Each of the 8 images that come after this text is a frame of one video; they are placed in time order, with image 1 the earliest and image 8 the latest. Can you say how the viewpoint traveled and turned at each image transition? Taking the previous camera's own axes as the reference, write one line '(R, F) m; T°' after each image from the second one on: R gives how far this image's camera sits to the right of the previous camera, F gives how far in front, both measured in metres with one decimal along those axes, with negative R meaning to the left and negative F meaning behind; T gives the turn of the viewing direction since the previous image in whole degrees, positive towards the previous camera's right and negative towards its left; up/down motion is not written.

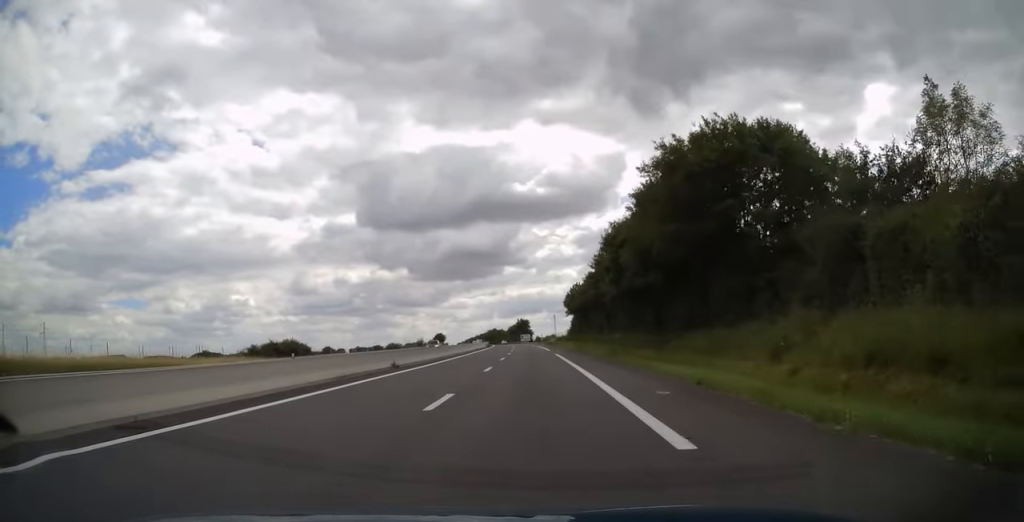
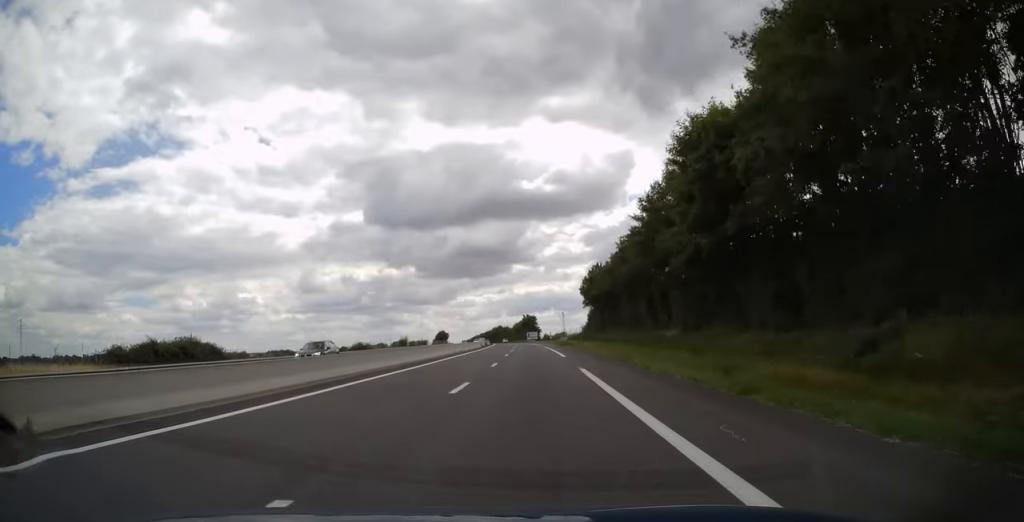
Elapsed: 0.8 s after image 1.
(-0.1, +22.5) m; -1°
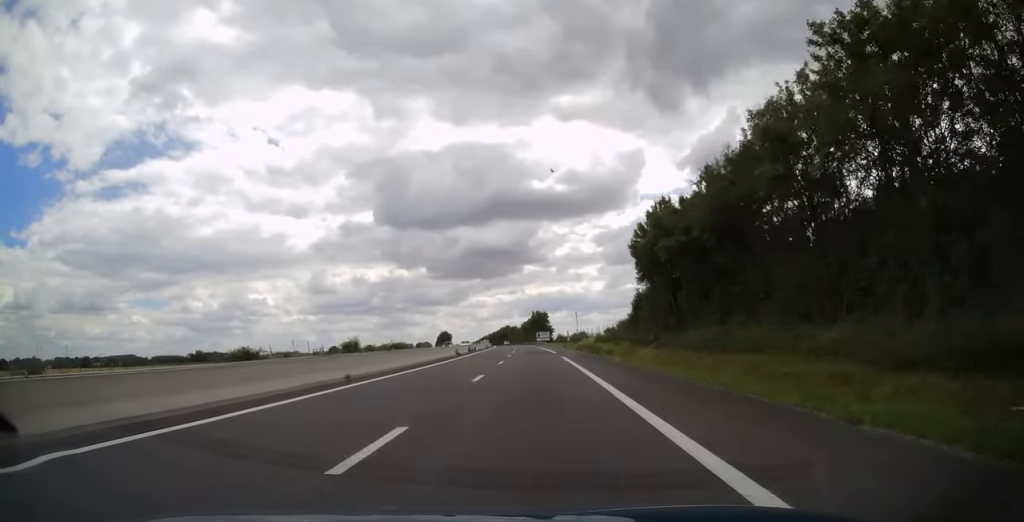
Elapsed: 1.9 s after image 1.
(-0.4, +34.2) m; -1°
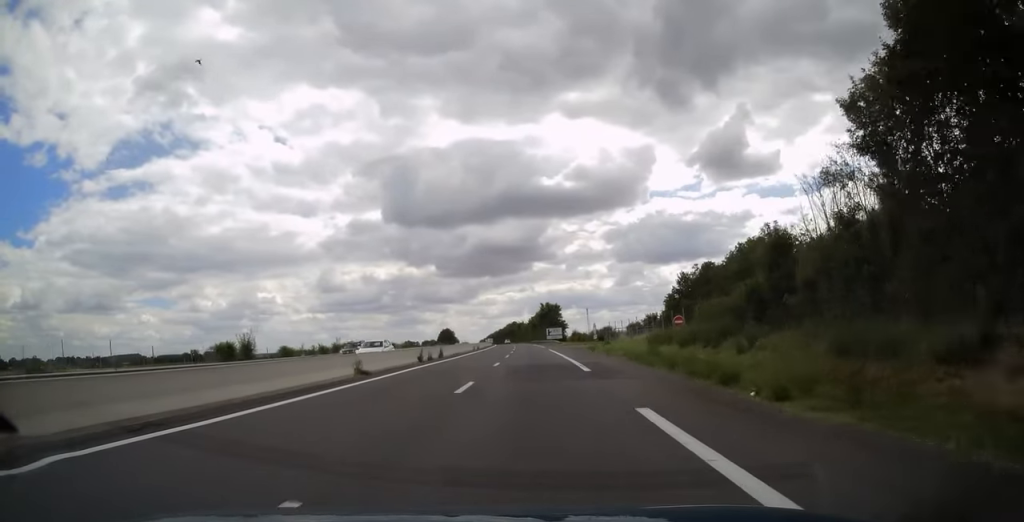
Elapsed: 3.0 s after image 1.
(-0.2, +29.8) m; -1°
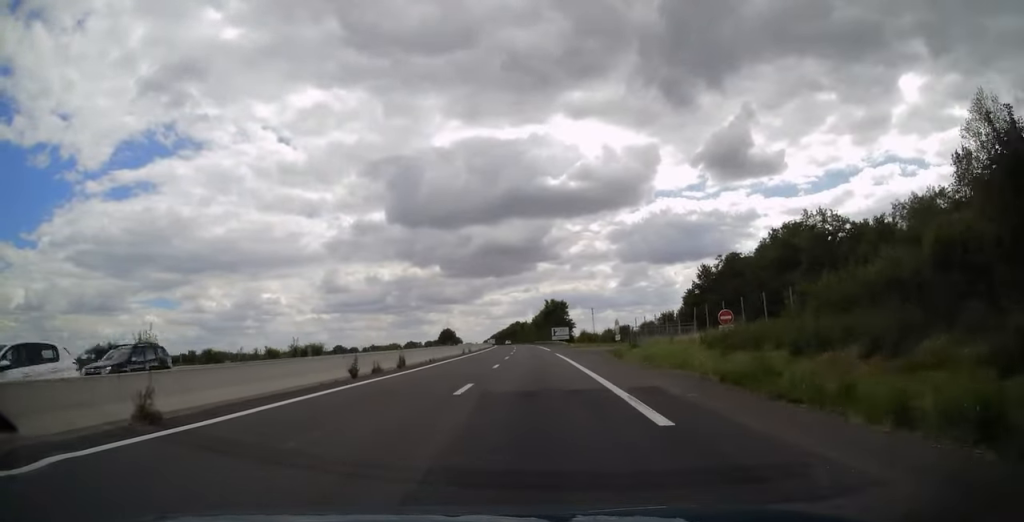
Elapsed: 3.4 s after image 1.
(+0.1, +13.2) m; 0°
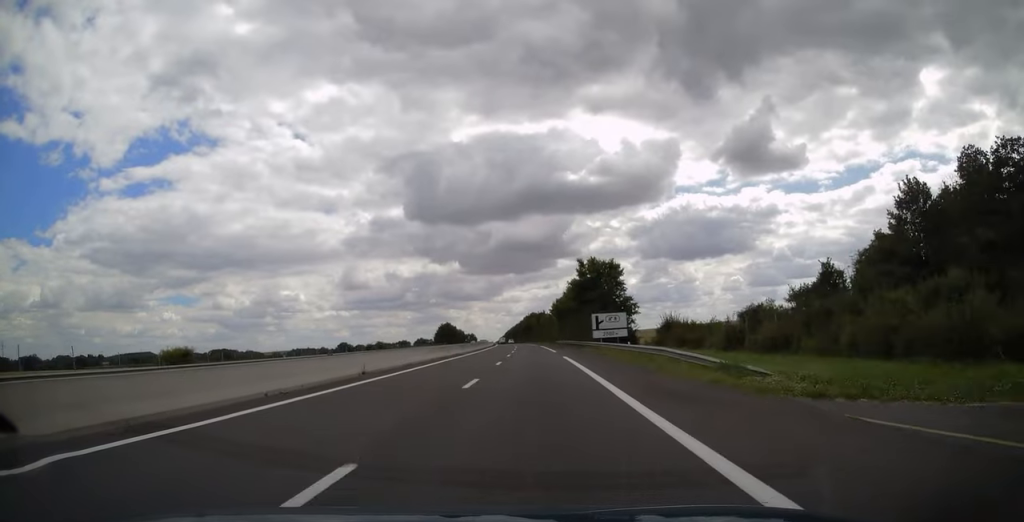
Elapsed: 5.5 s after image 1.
(-1.2, +62.2) m; -2°
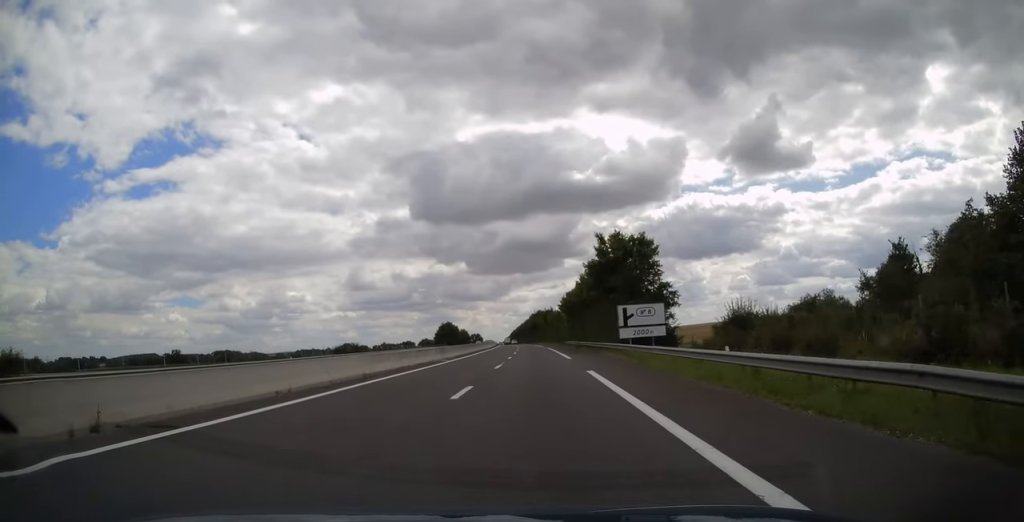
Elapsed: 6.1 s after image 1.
(-0.2, +15.7) m; -1°
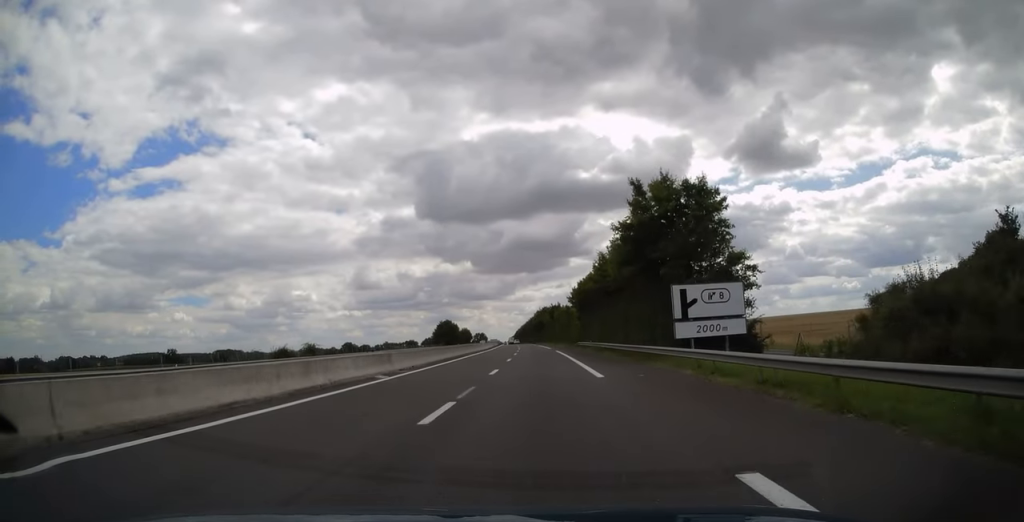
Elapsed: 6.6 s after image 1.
(-0.1, +16.8) m; -1°
